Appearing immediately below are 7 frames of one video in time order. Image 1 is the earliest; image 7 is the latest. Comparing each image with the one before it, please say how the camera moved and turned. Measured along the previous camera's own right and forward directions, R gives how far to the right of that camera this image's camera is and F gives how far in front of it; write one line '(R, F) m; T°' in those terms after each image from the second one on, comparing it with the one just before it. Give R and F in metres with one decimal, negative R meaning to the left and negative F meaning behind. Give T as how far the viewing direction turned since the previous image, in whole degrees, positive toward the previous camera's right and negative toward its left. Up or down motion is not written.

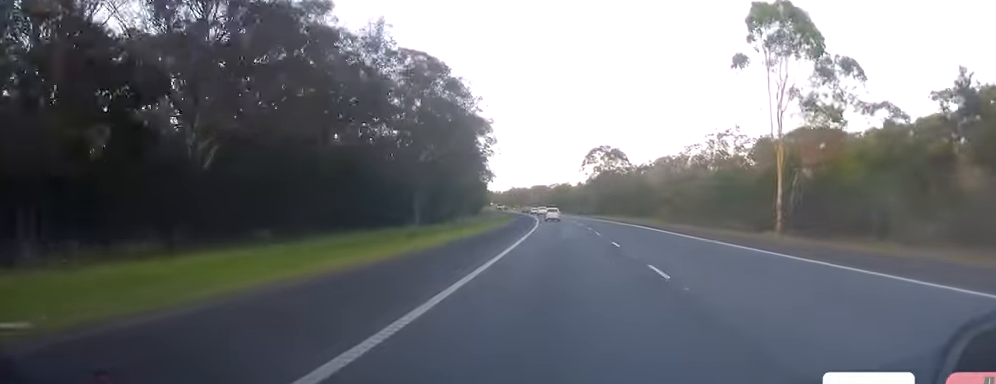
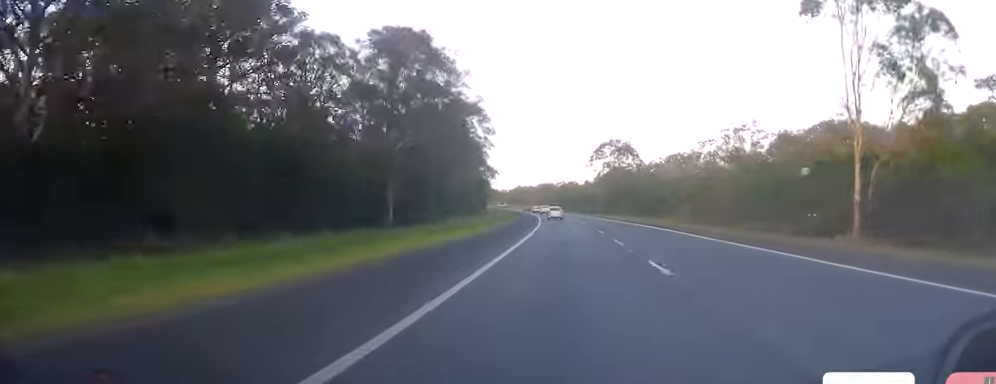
(-0.1, +11.4) m; -1°
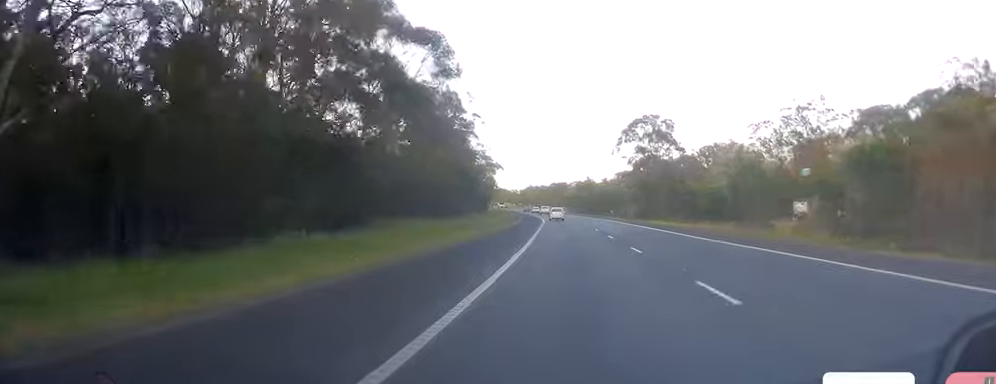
(-0.3, +39.7) m; -1°
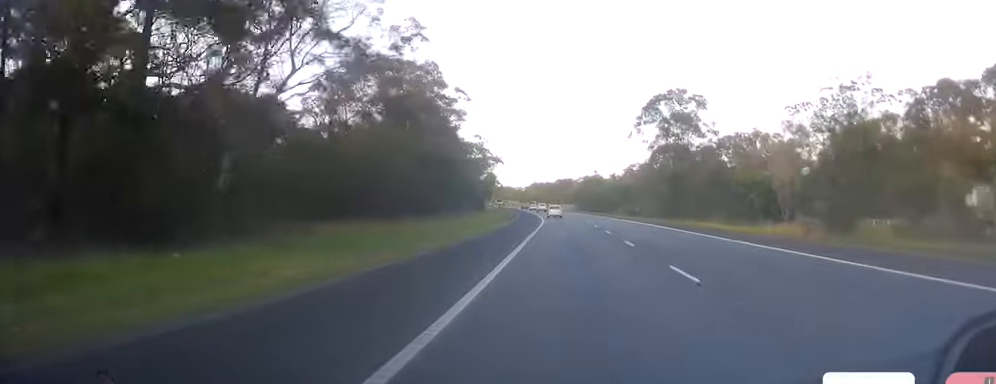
(-0.2, +20.9) m; 0°
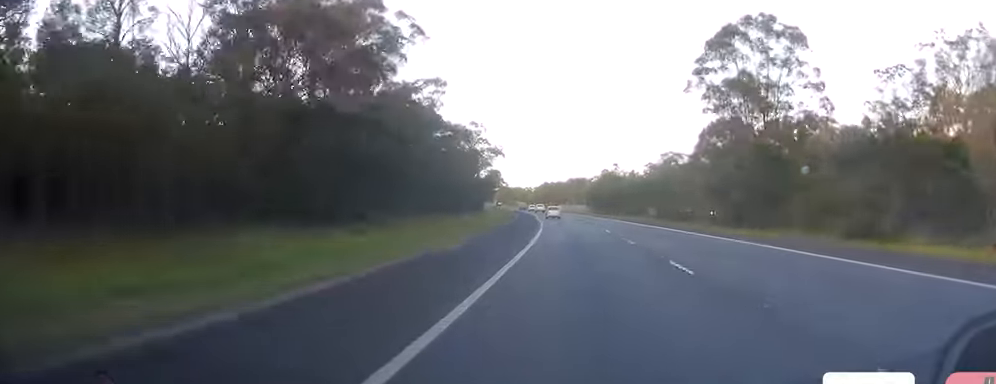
(+0.5, +34.2) m; 0°
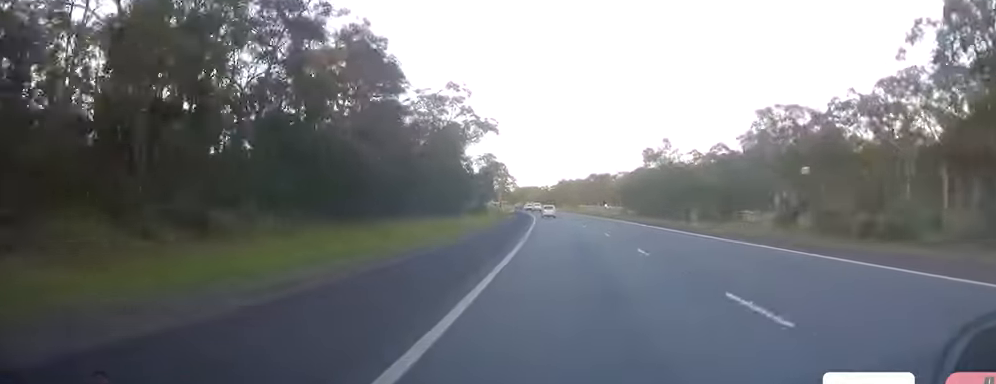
(-1.2, +54.0) m; -3°
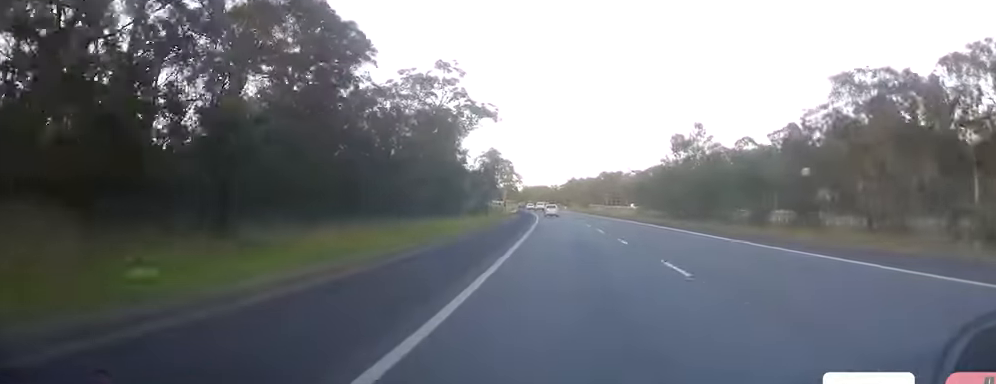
(0.0, +18.0) m; -1°
